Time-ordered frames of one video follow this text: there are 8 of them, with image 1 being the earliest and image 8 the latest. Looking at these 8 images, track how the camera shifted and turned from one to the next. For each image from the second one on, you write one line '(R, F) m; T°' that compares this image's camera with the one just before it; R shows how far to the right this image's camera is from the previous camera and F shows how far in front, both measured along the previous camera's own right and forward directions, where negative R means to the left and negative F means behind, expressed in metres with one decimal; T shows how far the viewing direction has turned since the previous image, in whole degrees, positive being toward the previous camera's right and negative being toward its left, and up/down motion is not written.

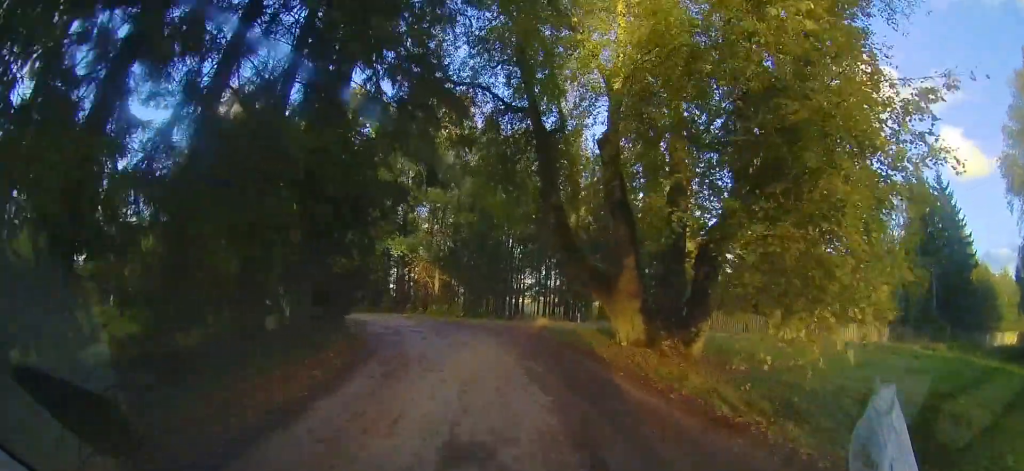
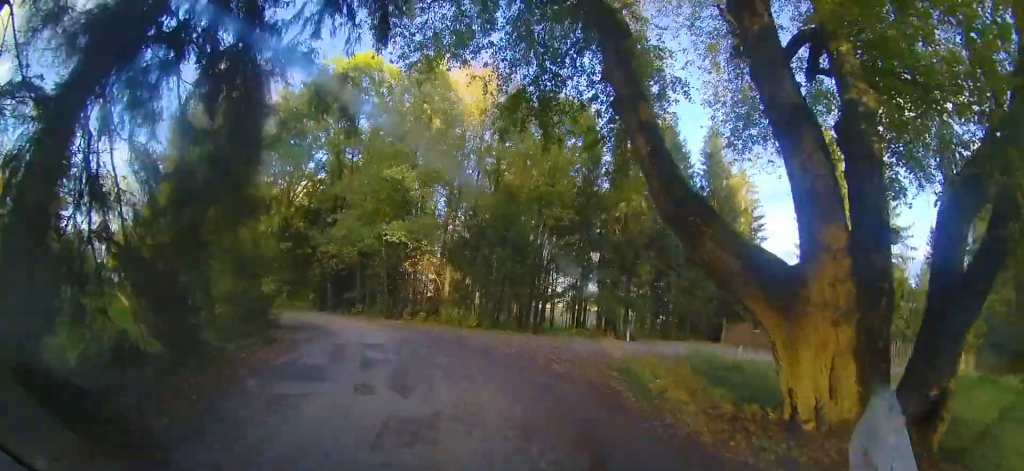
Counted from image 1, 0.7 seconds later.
(+0.1, +5.6) m; -10°
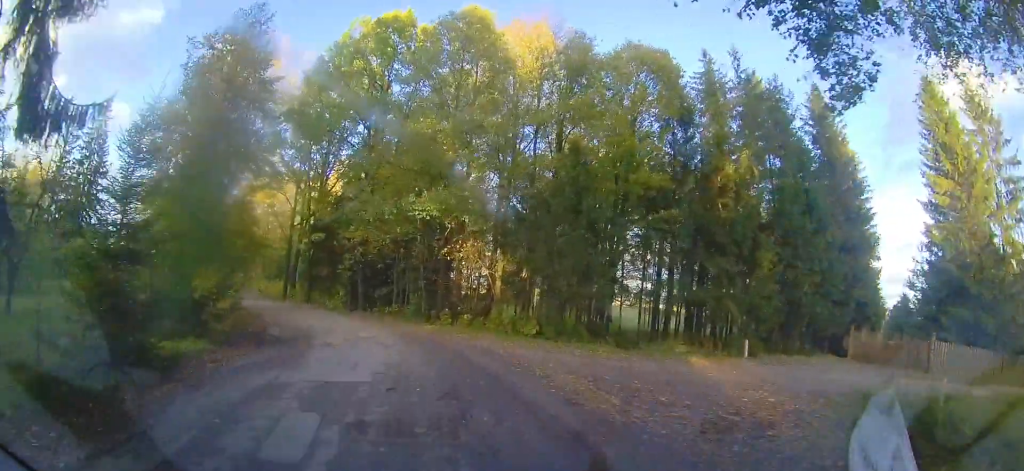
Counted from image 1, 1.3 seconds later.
(-0.9, +5.1) m; -12°
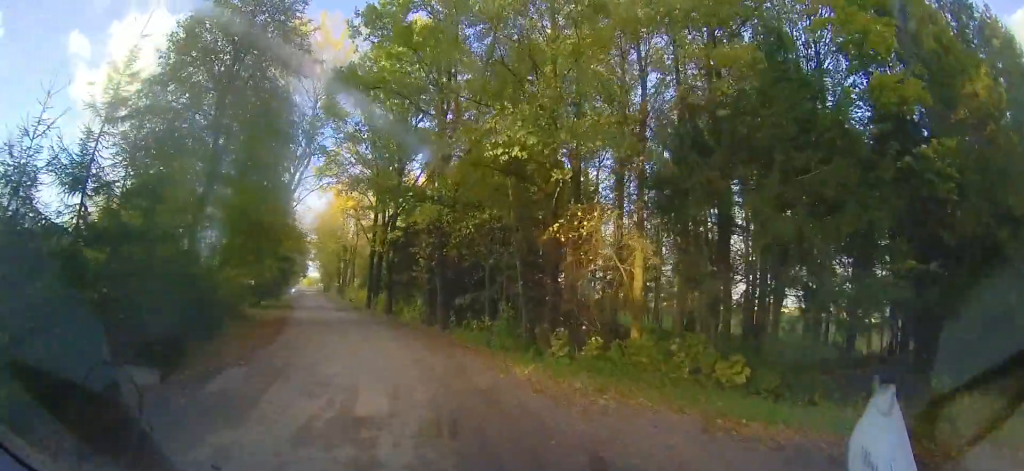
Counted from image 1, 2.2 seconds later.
(-1.0, +6.9) m; -11°
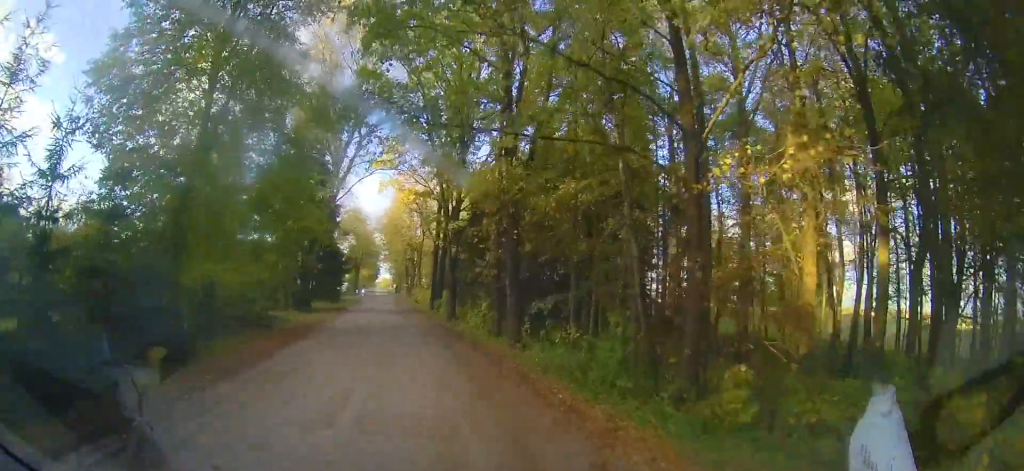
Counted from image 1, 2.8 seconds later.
(-0.3, +4.6) m; -6°
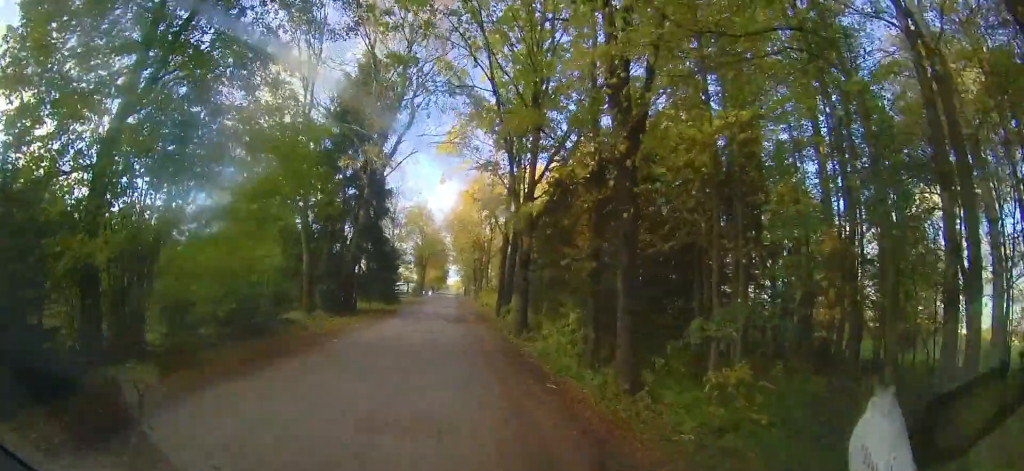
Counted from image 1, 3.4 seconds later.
(0.0, +5.3) m; -9°
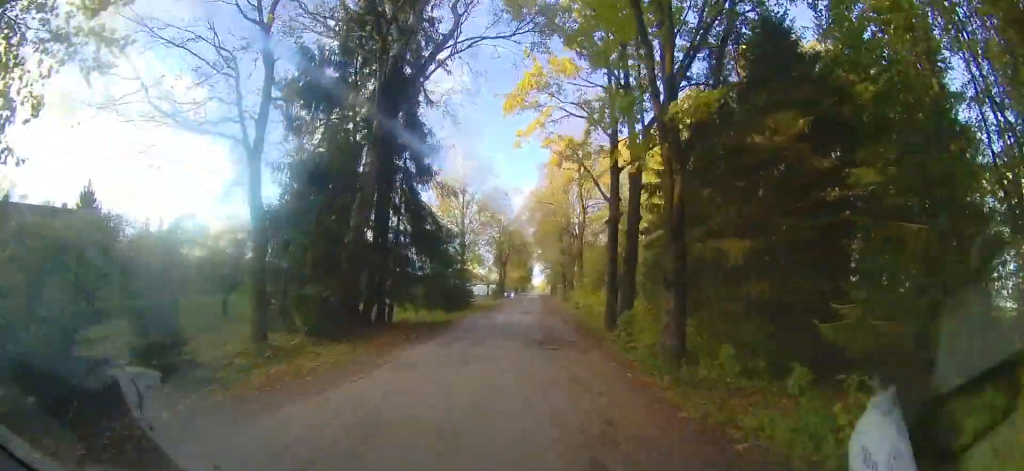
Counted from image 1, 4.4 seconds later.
(-1.3, +8.0) m; -16°
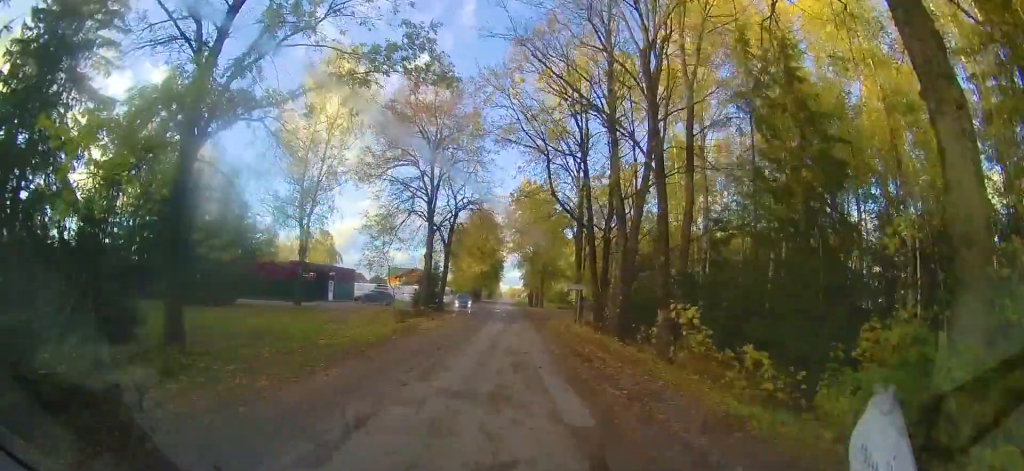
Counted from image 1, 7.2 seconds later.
(-1.5, +30.5) m; -1°
